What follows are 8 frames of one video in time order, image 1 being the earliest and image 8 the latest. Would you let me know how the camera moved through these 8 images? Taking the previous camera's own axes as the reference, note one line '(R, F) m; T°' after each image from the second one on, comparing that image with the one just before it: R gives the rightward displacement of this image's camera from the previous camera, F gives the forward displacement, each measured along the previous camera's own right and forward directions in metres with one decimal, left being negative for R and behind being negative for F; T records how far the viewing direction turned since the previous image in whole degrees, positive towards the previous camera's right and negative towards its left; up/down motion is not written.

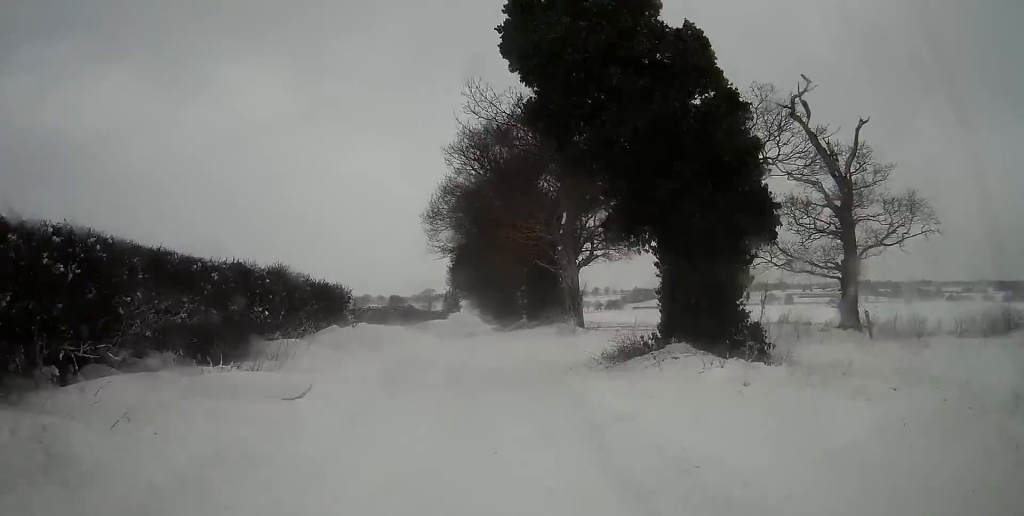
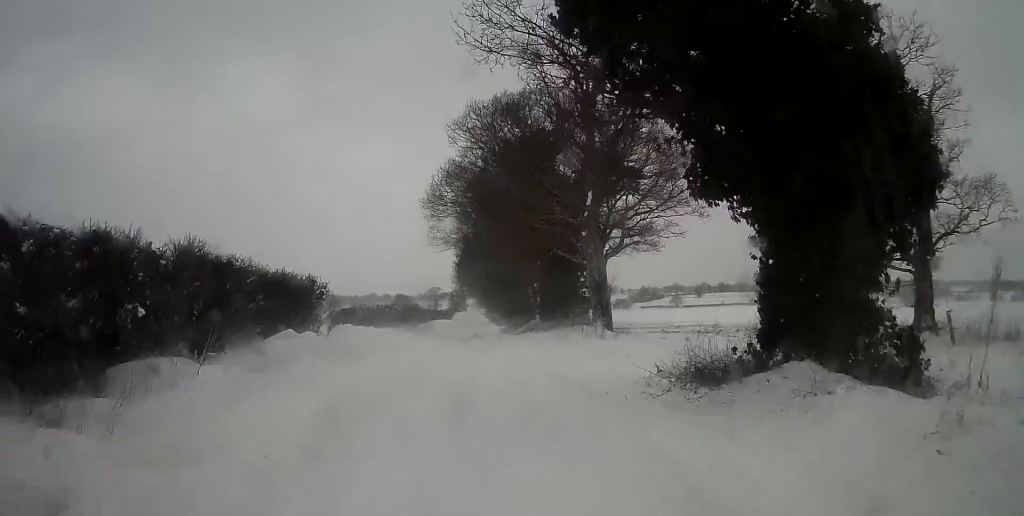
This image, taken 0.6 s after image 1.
(0.0, +5.5) m; 0°
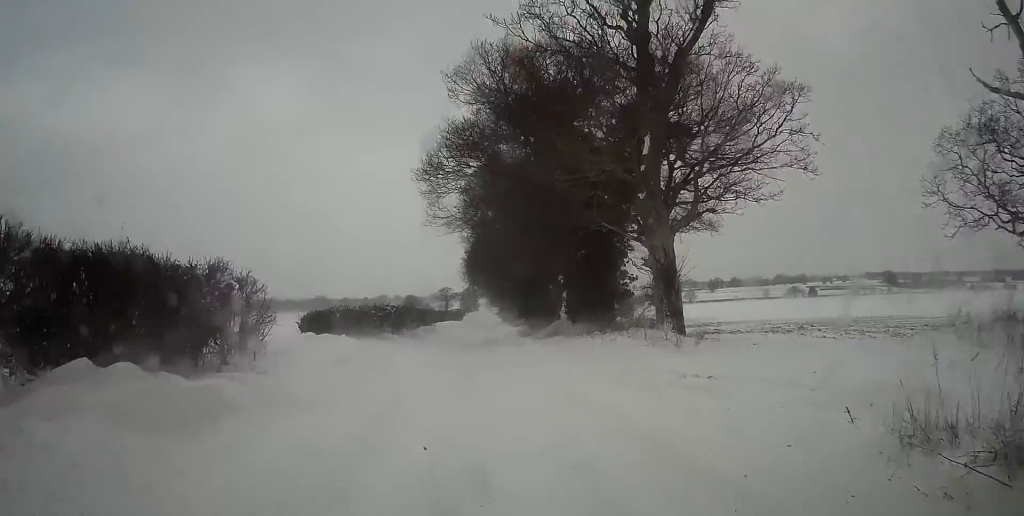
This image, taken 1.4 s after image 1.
(0.0, +8.6) m; 0°
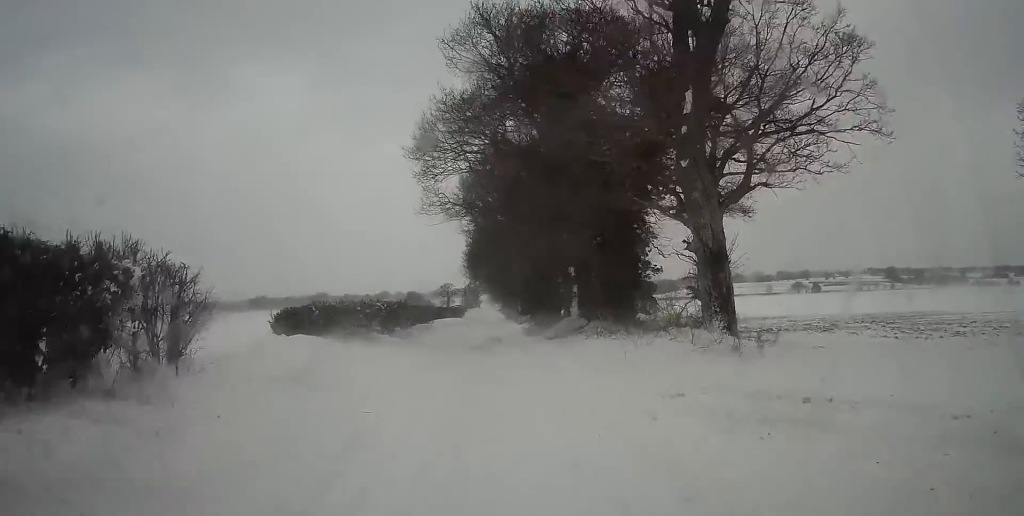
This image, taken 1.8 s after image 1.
(0.0, +3.9) m; 0°
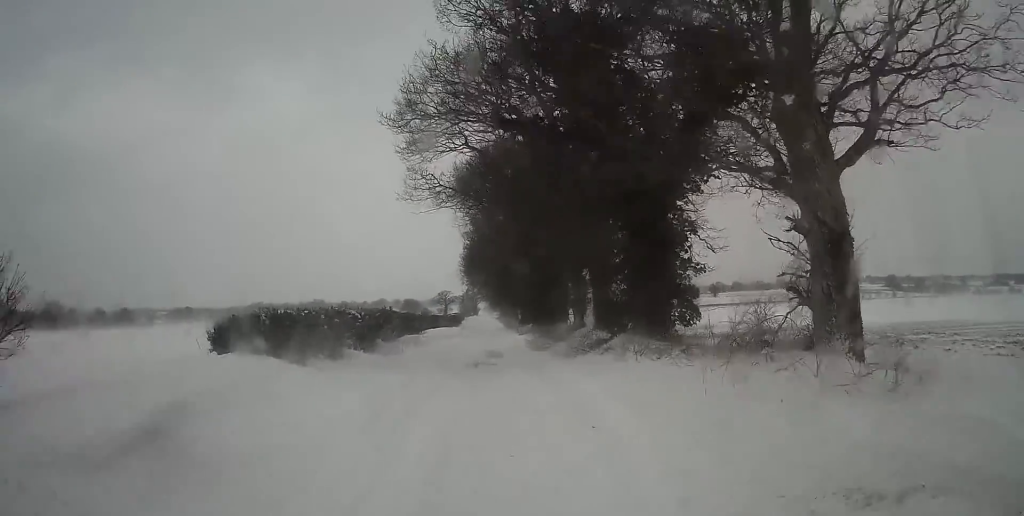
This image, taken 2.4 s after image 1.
(0.0, +5.3) m; 0°
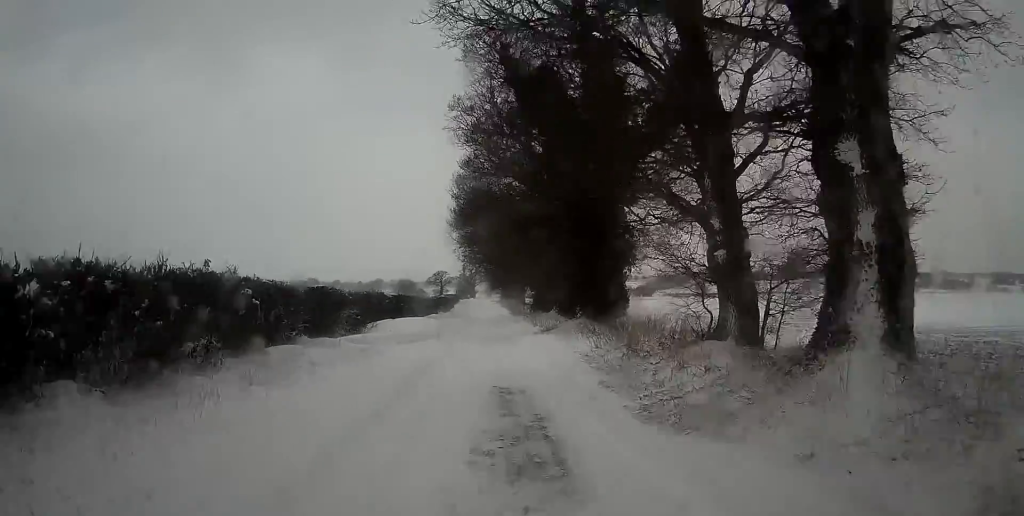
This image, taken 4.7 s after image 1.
(-0.3, +22.1) m; -1°
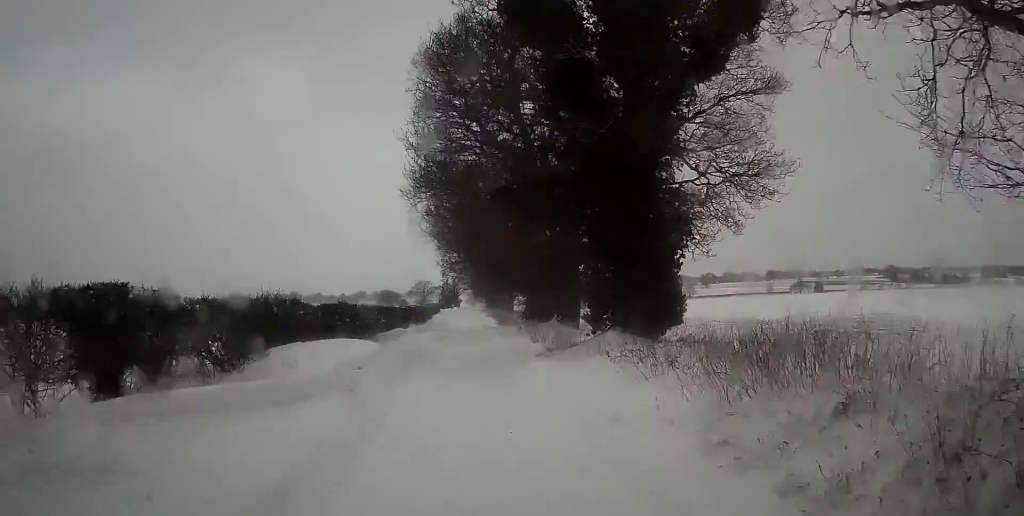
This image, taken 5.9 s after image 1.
(0.0, +11.5) m; 0°
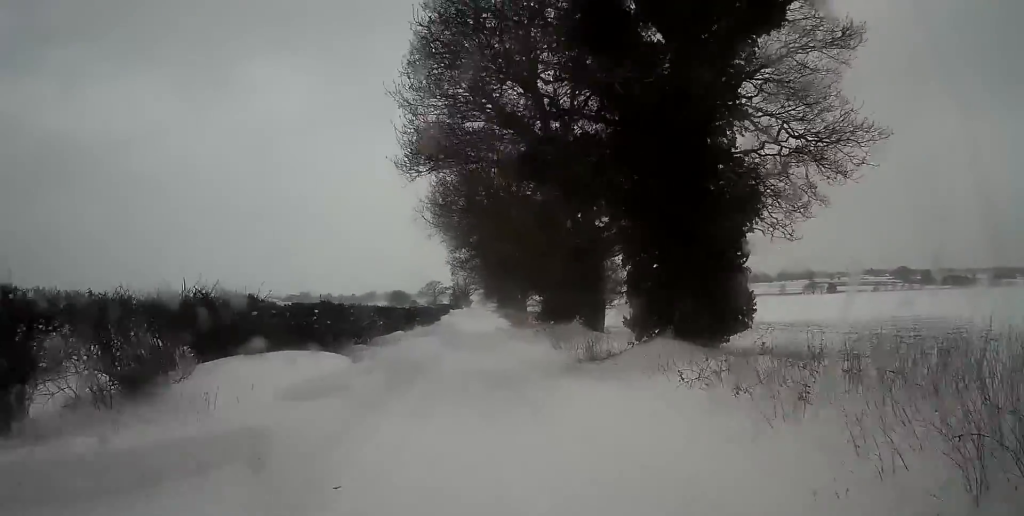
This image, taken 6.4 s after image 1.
(0.0, +4.7) m; 0°
